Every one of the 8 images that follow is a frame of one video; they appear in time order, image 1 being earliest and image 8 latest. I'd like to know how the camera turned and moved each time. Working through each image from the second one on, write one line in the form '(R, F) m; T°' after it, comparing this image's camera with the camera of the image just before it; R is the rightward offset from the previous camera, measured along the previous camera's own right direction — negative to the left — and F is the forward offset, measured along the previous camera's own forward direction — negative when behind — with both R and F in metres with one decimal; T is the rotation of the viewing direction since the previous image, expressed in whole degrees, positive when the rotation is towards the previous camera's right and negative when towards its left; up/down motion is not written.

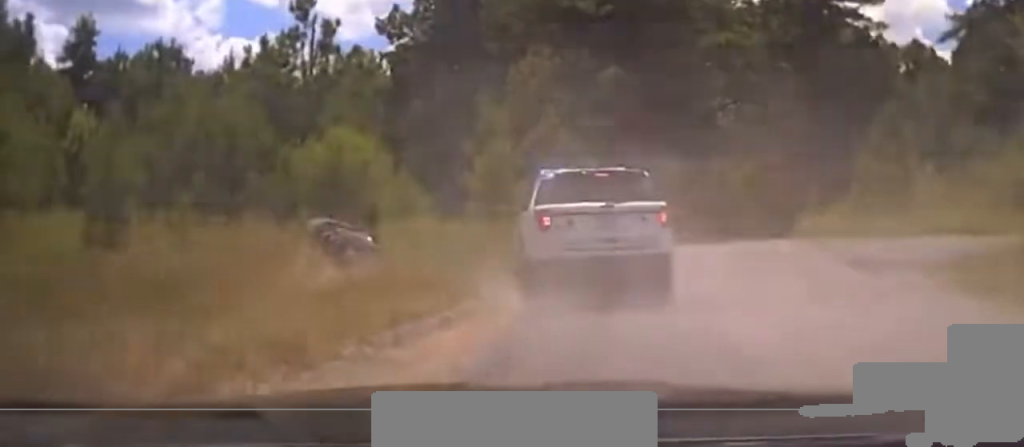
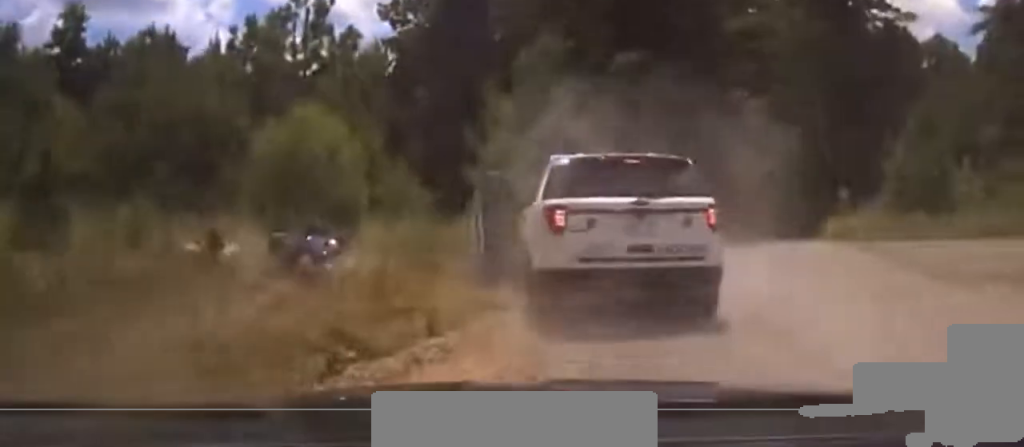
(+0.2, +2.8) m; +2°
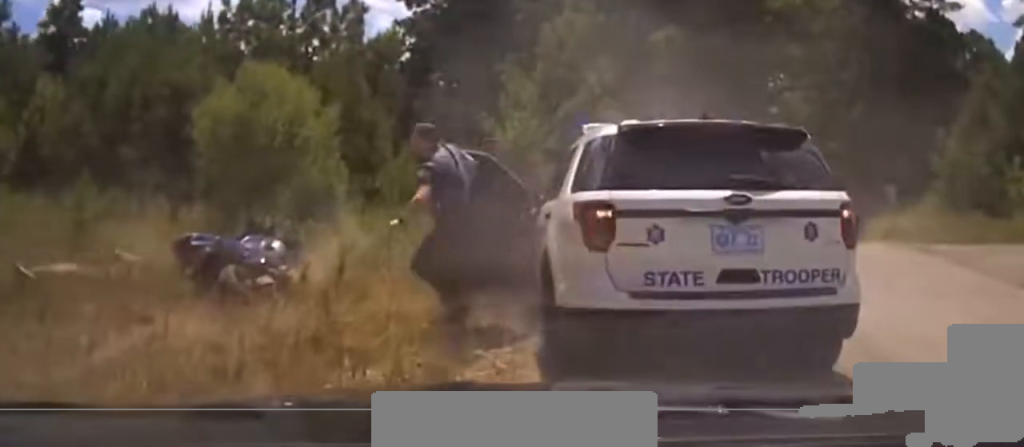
(+0.1, +2.8) m; +1°
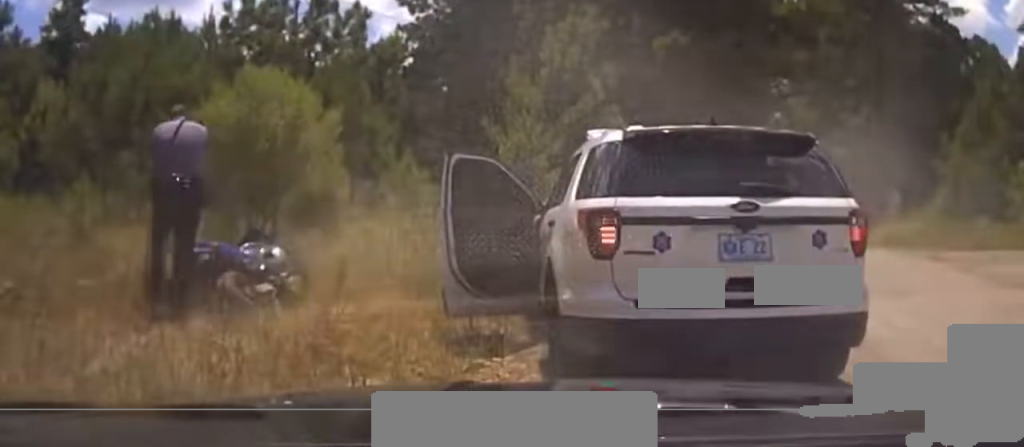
(-0.6, +1.0) m; 0°
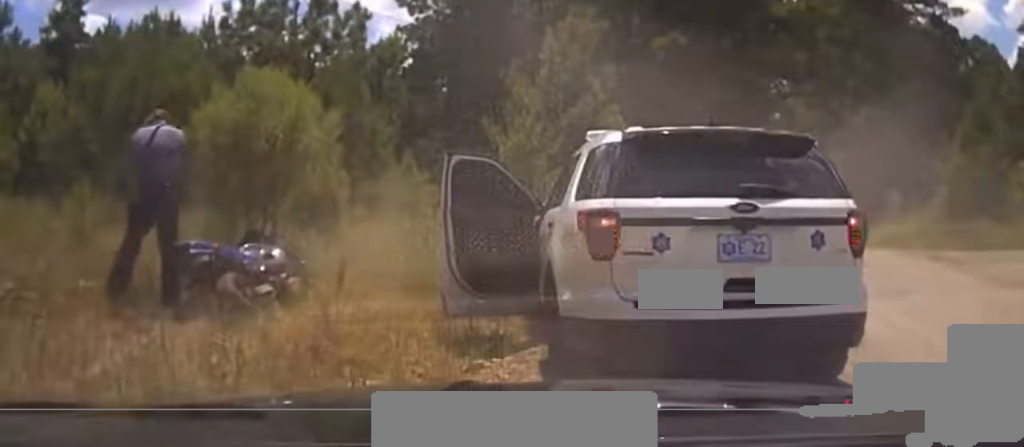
(0.0, 0.0) m; 0°
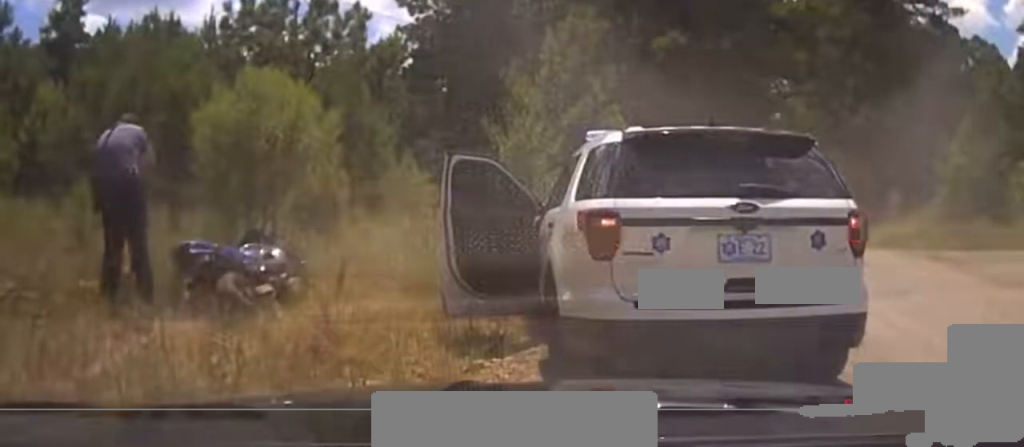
(0.0, 0.0) m; 0°
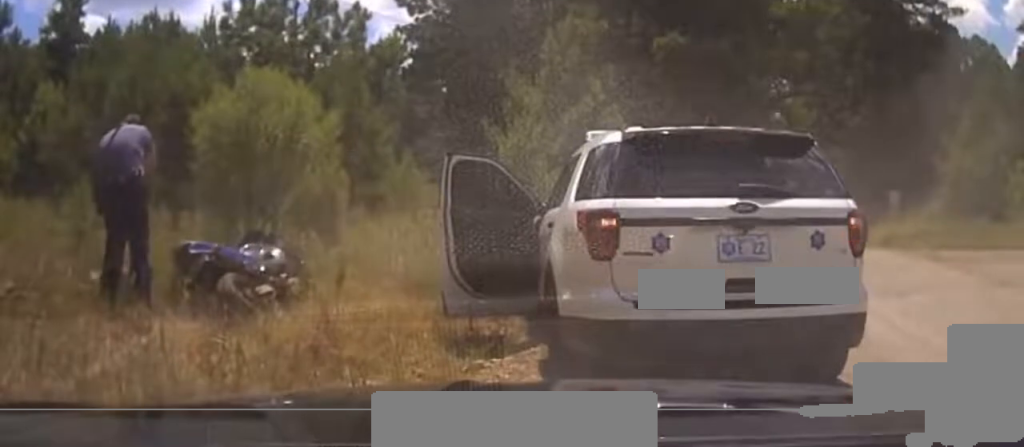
(0.0, 0.0) m; 0°
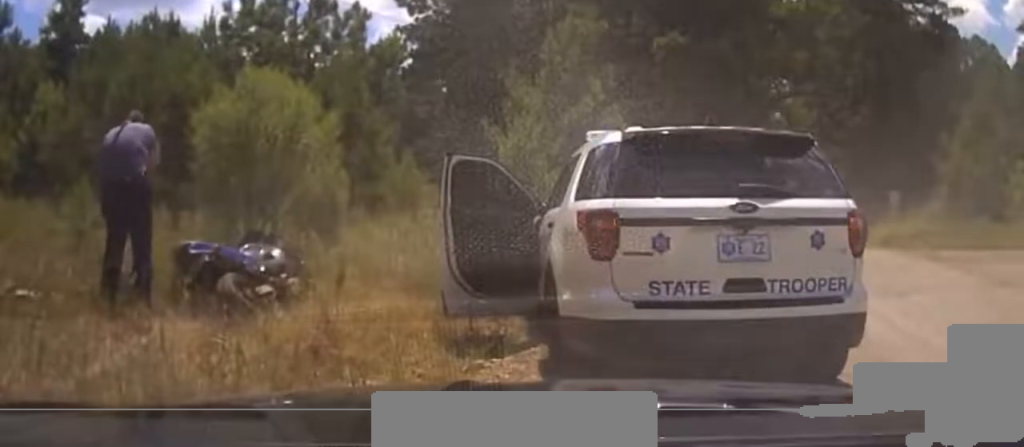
(0.0, 0.0) m; 0°
